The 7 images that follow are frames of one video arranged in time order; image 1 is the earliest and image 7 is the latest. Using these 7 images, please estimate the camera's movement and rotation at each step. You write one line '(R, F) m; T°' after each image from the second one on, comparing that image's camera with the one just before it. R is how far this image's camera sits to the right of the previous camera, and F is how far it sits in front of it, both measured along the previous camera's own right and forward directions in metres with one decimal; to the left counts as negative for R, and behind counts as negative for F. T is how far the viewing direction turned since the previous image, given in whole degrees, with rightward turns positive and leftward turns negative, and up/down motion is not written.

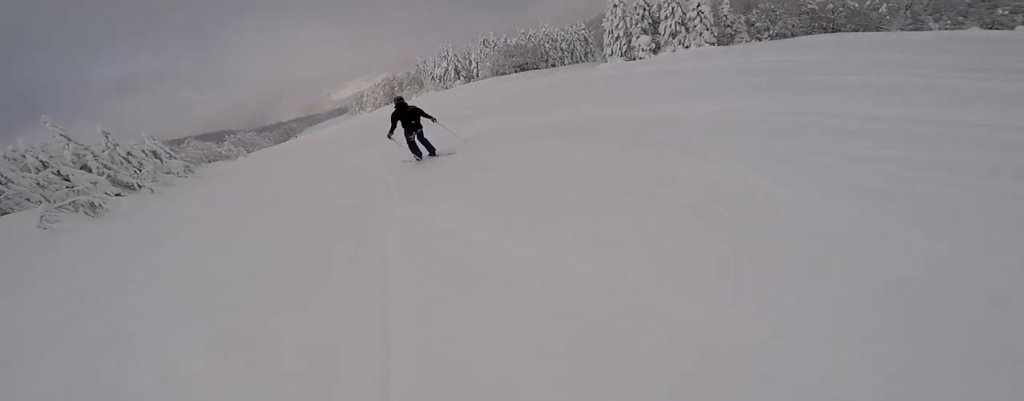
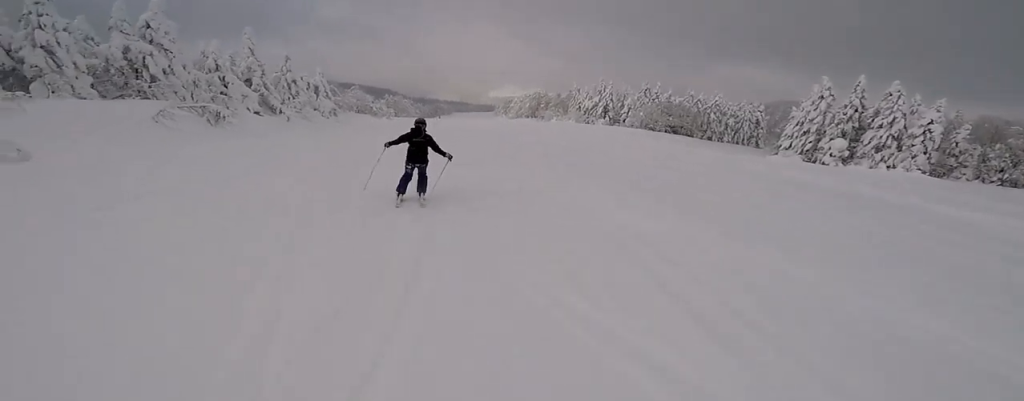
(+0.3, +5.3) m; -4°
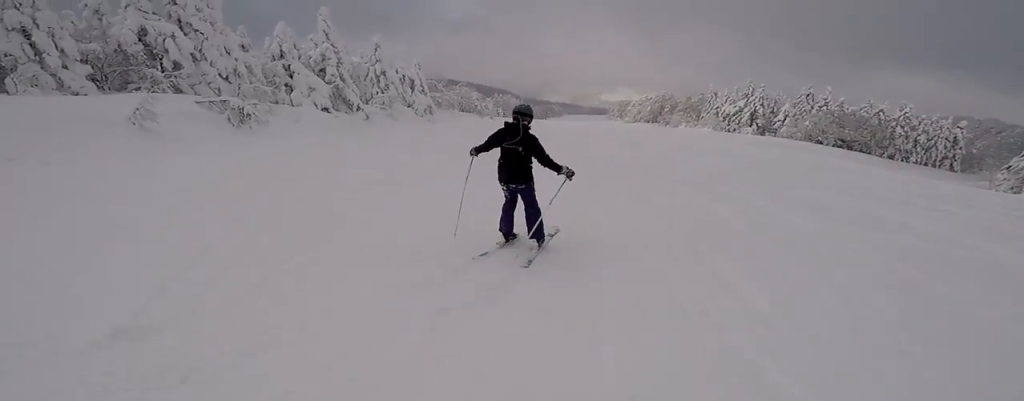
(-1.7, +11.3) m; -11°
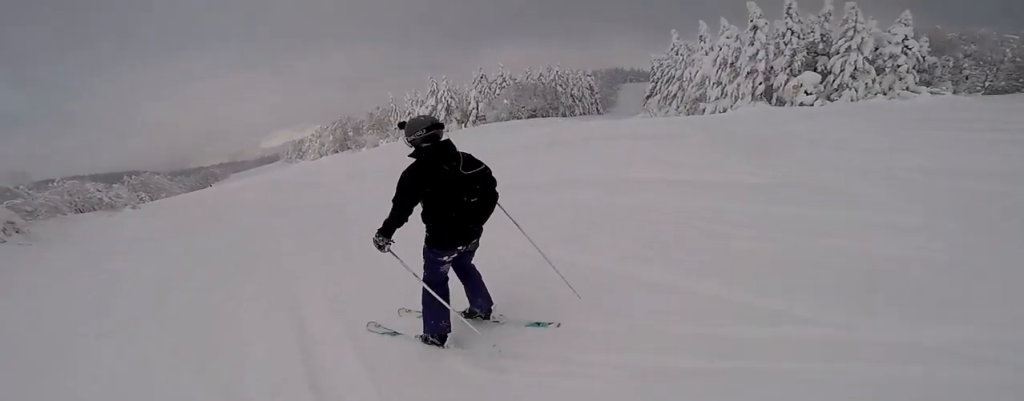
(+1.2, +13.0) m; +26°
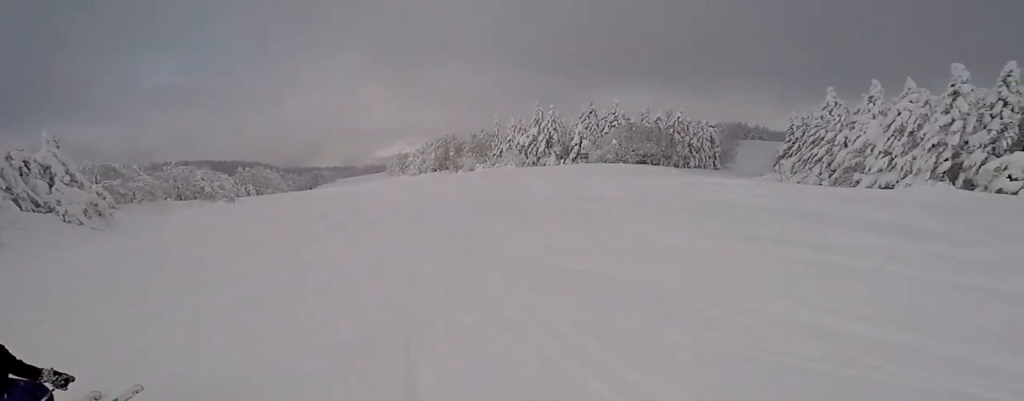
(+1.3, +5.6) m; +13°
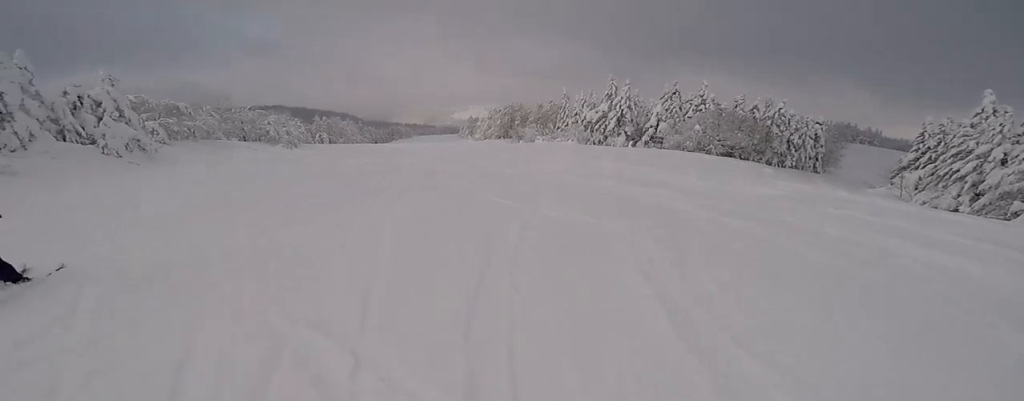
(+0.5, +6.5) m; -9°
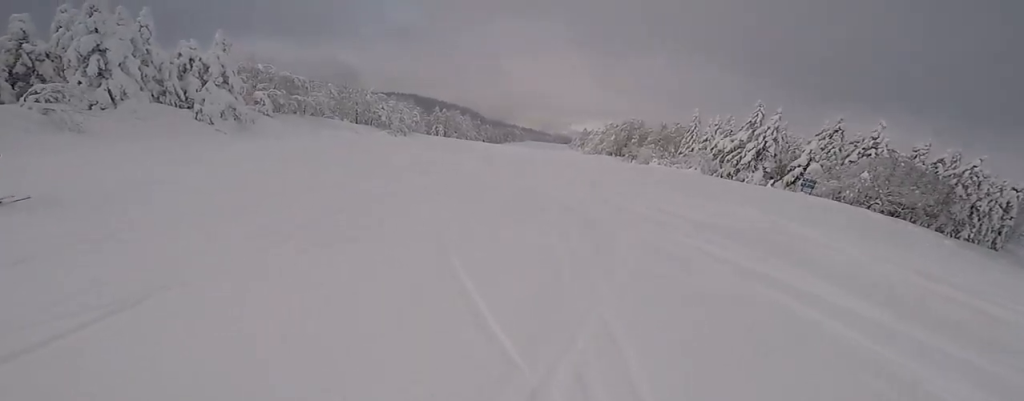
(-1.4, +6.0) m; -25°
